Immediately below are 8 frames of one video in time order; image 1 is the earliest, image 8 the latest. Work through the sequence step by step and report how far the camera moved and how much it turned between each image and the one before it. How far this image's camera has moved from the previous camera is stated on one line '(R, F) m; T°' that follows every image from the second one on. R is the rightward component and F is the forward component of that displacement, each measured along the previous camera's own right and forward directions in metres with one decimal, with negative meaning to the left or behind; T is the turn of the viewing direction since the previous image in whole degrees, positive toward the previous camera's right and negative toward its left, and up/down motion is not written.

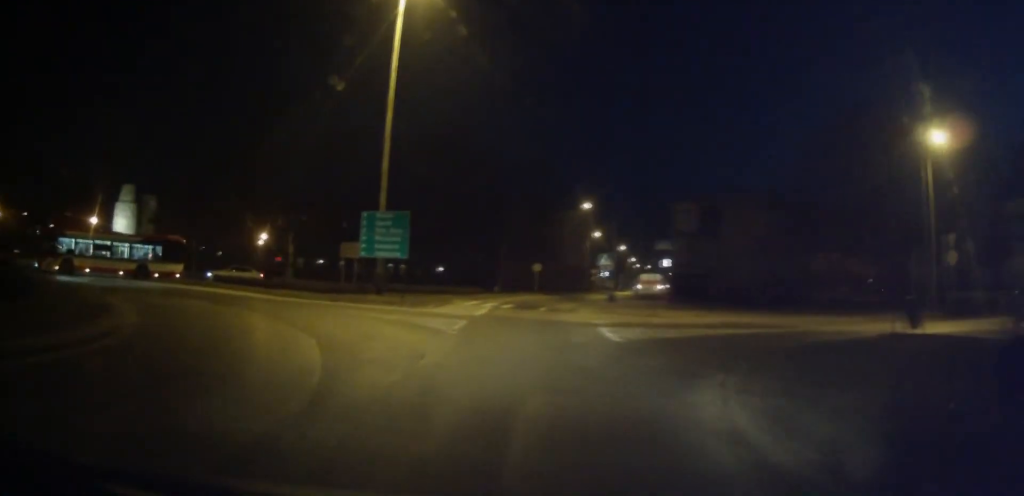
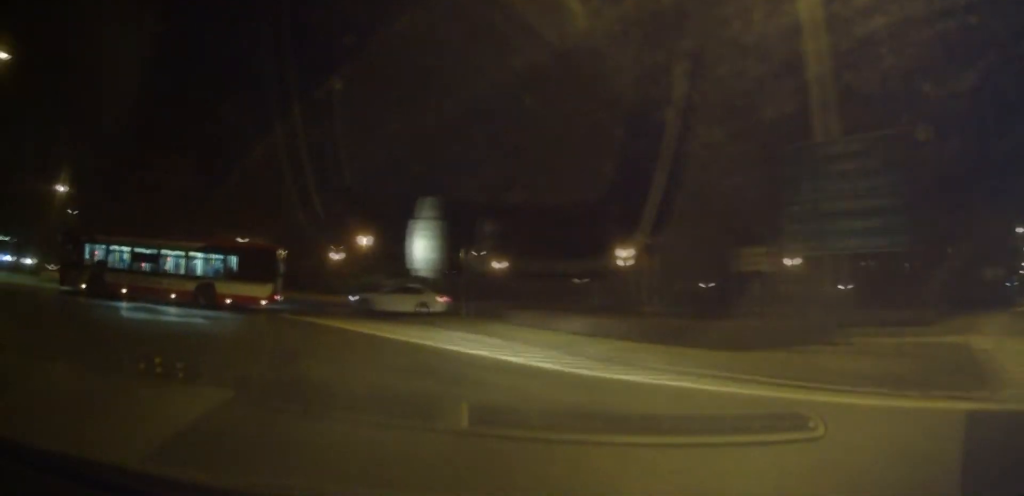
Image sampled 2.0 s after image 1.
(+1.3, +18.2) m; -4°
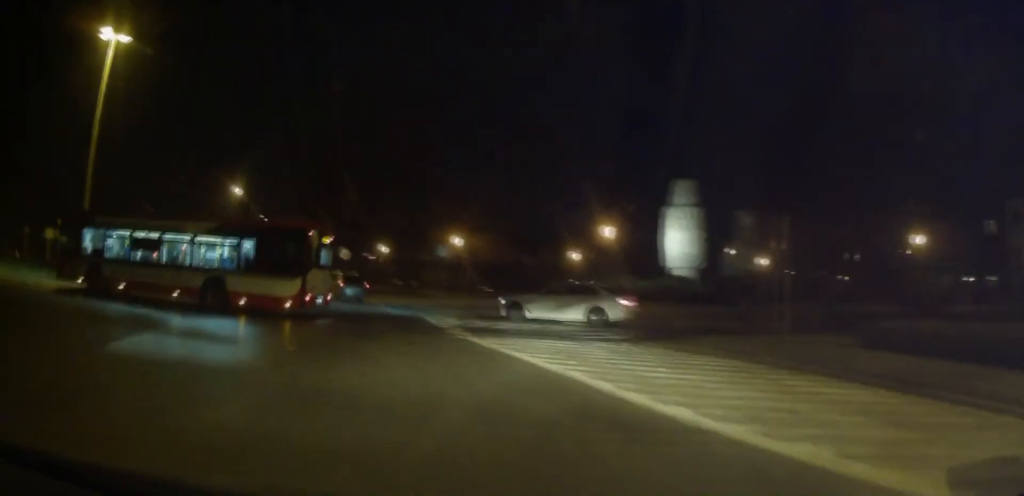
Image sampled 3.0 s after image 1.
(-1.2, +9.2) m; -17°
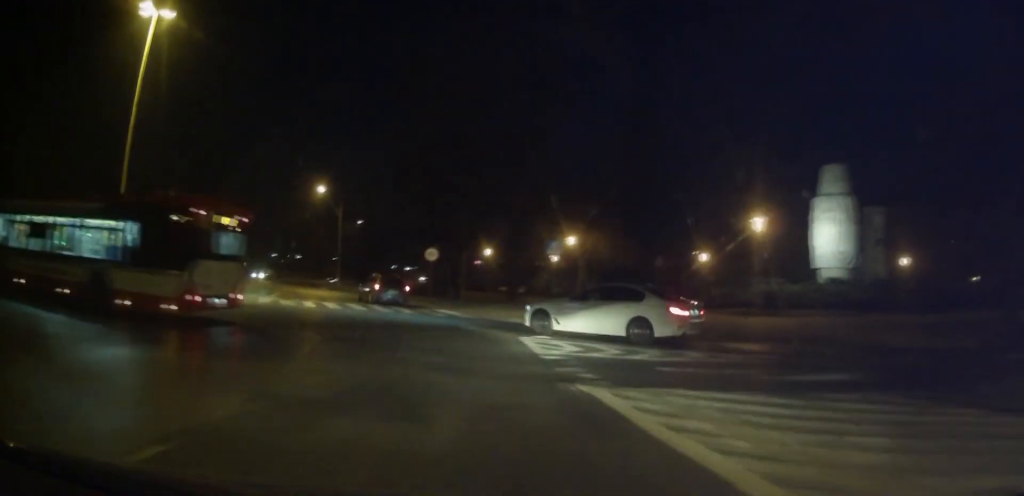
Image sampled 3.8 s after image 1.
(-0.7, +6.8) m; -14°
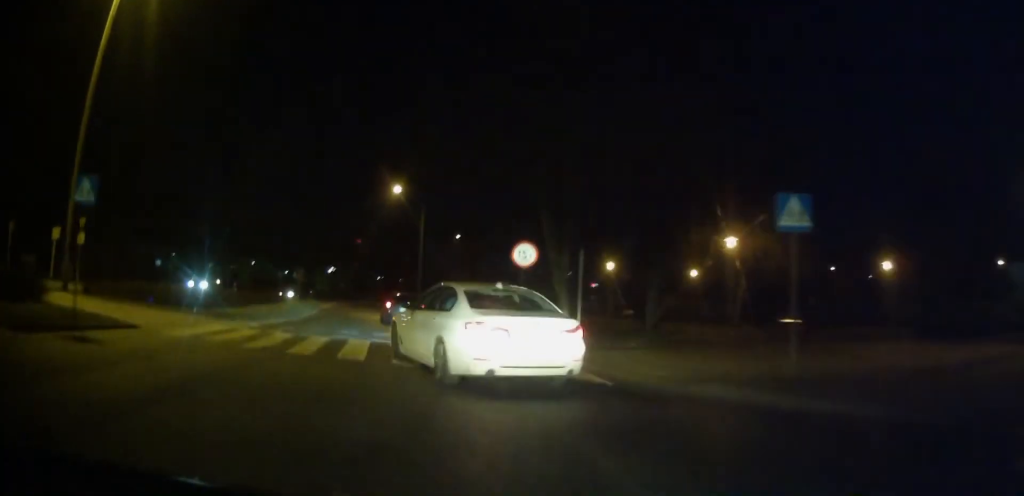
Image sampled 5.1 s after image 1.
(-2.8, +12.3) m; -21°
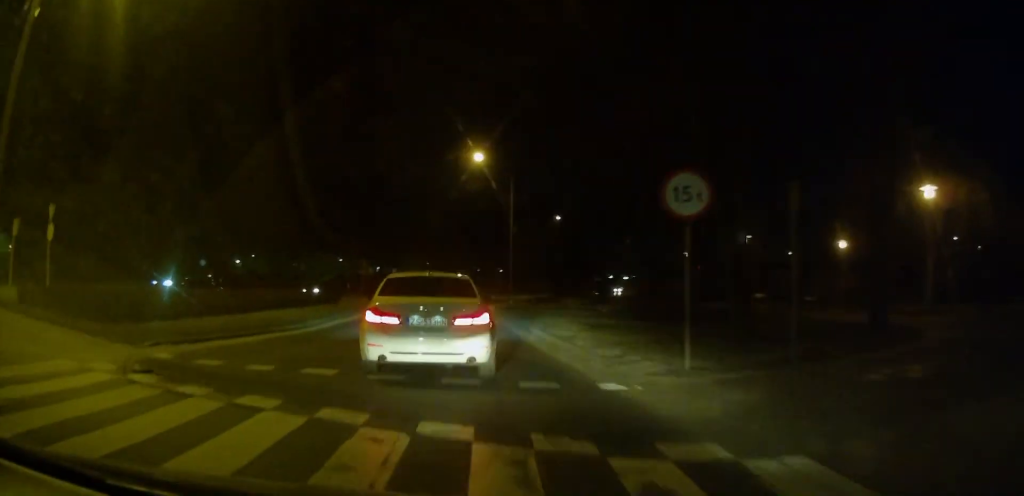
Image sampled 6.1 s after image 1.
(-0.8, +10.2) m; -9°
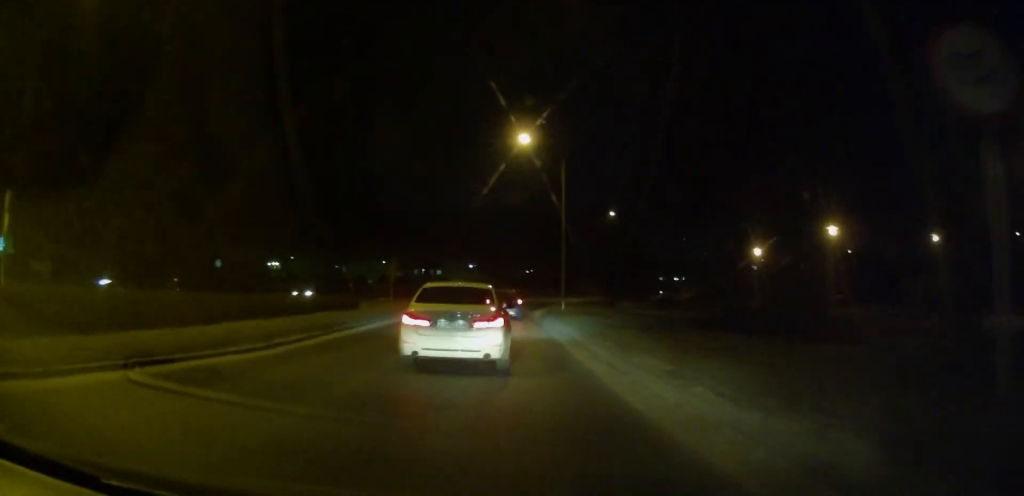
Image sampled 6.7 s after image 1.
(-0.1, +6.3) m; -6°
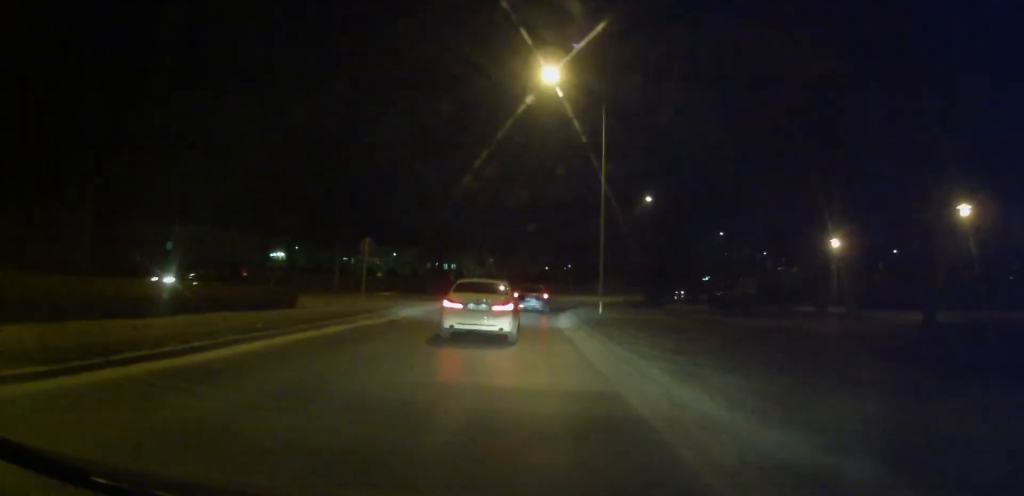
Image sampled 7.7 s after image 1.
(-1.3, +11.0) m; -12°
